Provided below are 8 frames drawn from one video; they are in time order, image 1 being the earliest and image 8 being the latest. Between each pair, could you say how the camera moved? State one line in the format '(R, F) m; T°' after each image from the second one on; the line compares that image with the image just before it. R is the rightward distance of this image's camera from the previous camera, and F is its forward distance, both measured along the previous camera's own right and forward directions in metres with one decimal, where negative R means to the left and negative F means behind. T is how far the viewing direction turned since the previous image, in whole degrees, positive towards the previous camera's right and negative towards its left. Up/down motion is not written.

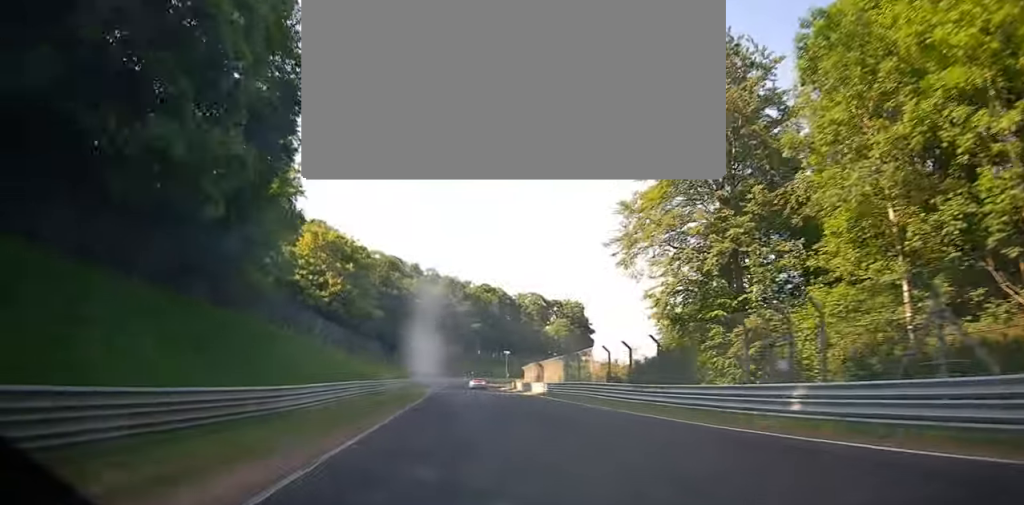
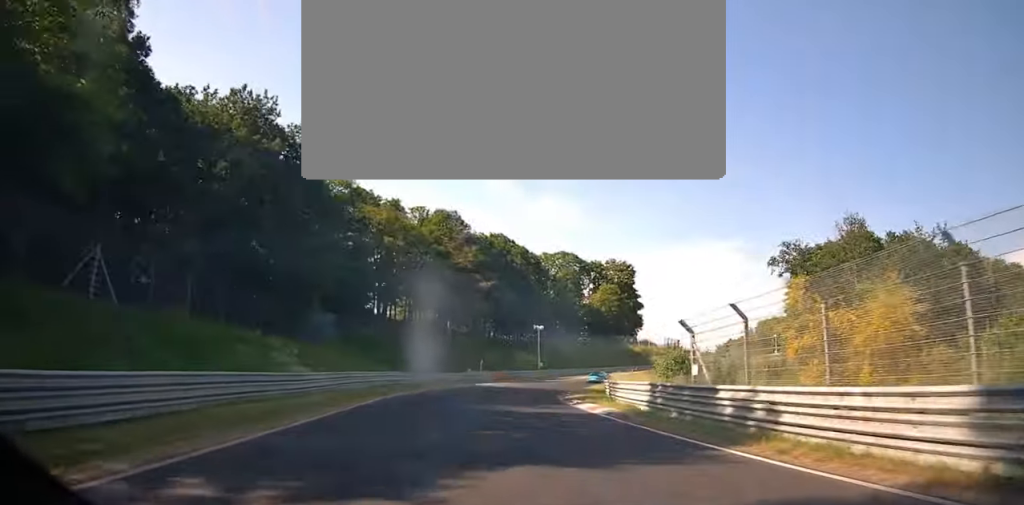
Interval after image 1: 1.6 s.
(-4.1, +54.4) m; +1°
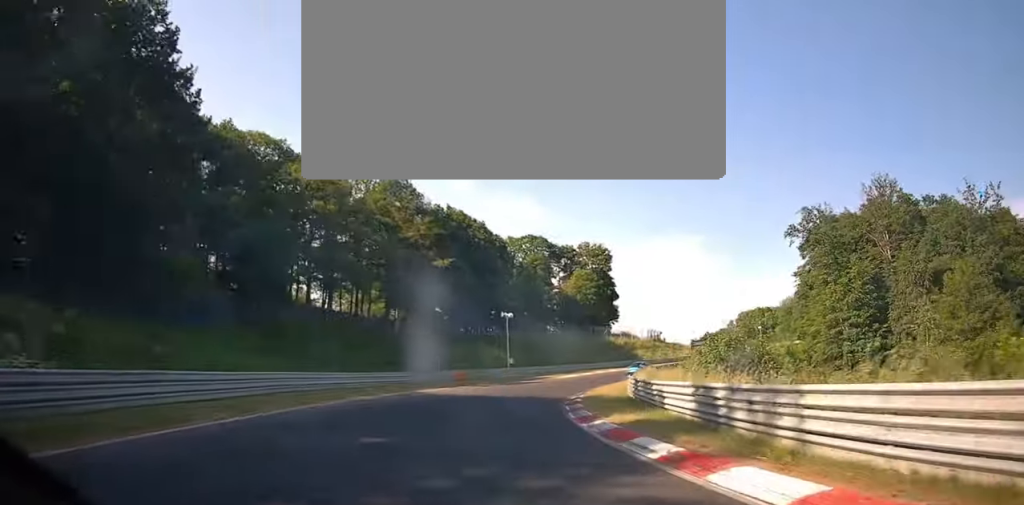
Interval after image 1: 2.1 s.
(+0.9, +15.9) m; +5°
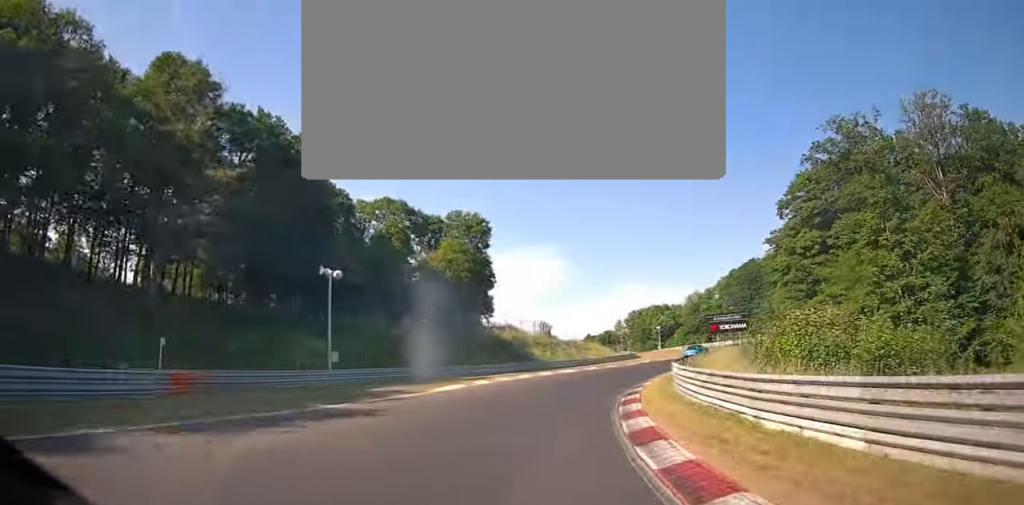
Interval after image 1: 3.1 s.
(+3.0, +30.9) m; +16°
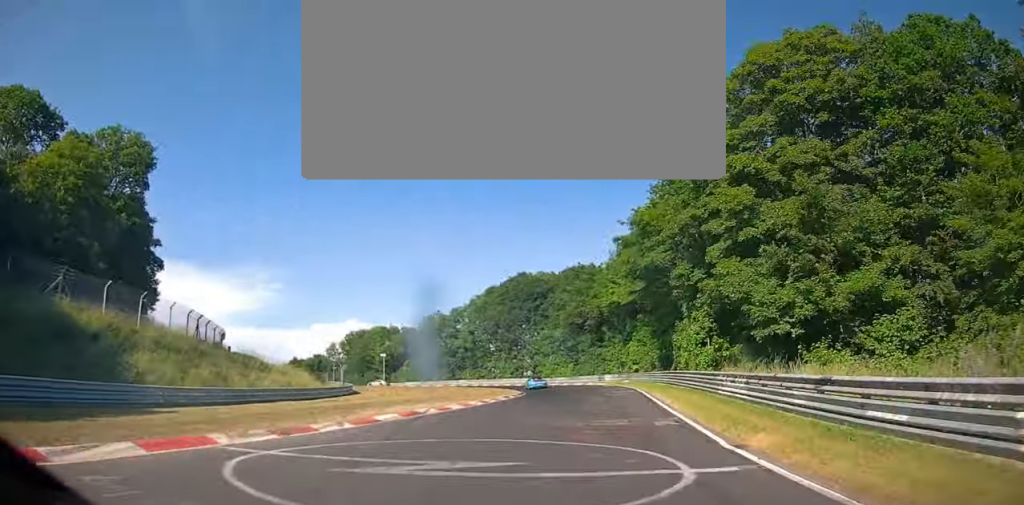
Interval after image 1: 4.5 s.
(+10.4, +38.0) m; +31°
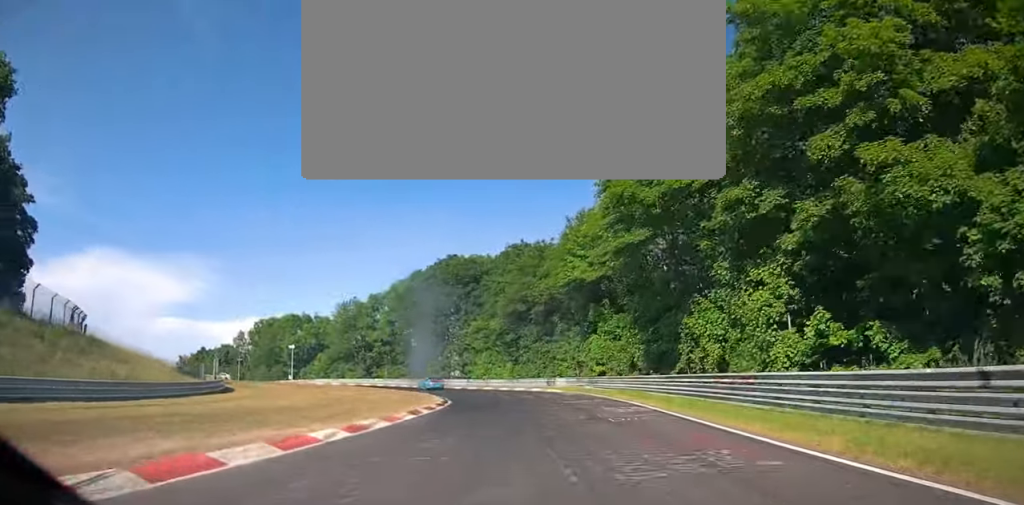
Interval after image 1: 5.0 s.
(+1.6, +14.6) m; +5°
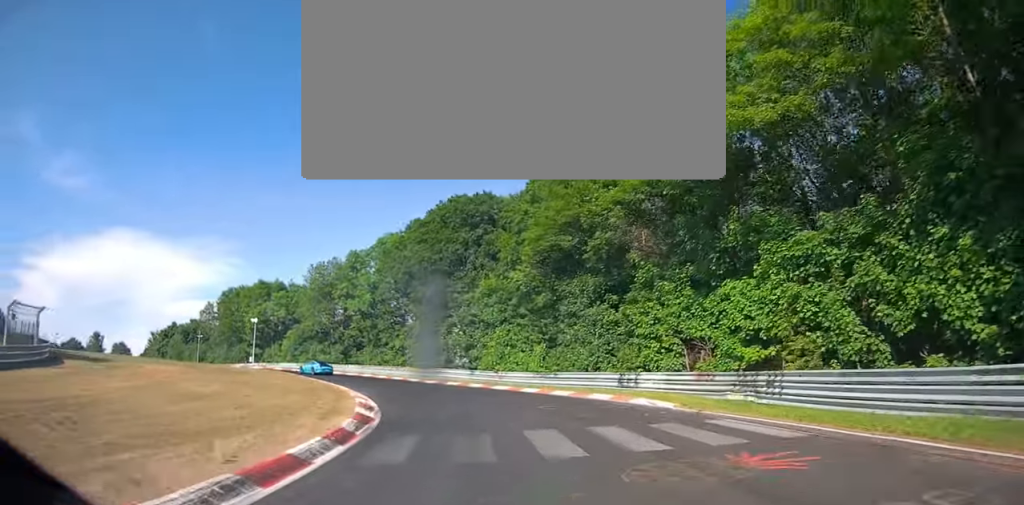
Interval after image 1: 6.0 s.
(+1.3, +23.6) m; -3°
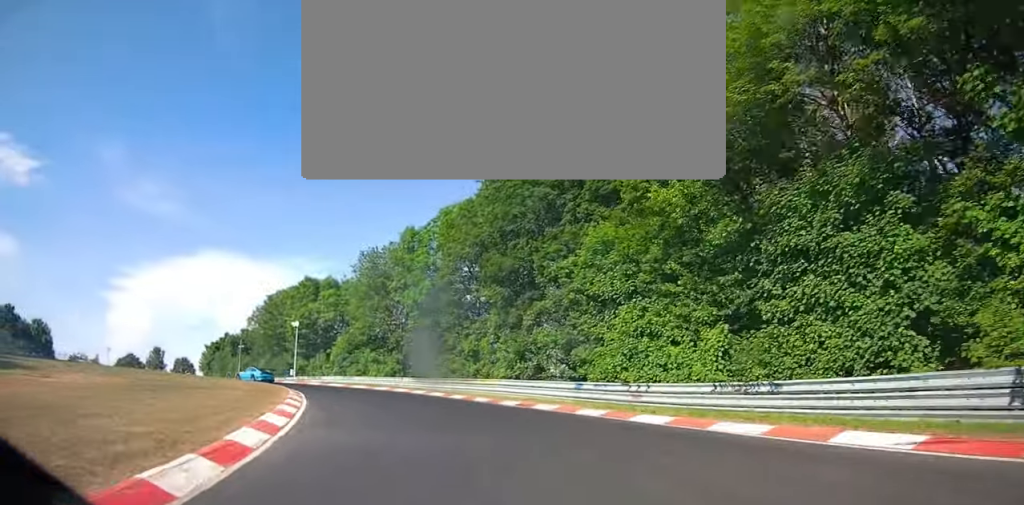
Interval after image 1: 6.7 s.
(-0.4, +16.9) m; -10°
